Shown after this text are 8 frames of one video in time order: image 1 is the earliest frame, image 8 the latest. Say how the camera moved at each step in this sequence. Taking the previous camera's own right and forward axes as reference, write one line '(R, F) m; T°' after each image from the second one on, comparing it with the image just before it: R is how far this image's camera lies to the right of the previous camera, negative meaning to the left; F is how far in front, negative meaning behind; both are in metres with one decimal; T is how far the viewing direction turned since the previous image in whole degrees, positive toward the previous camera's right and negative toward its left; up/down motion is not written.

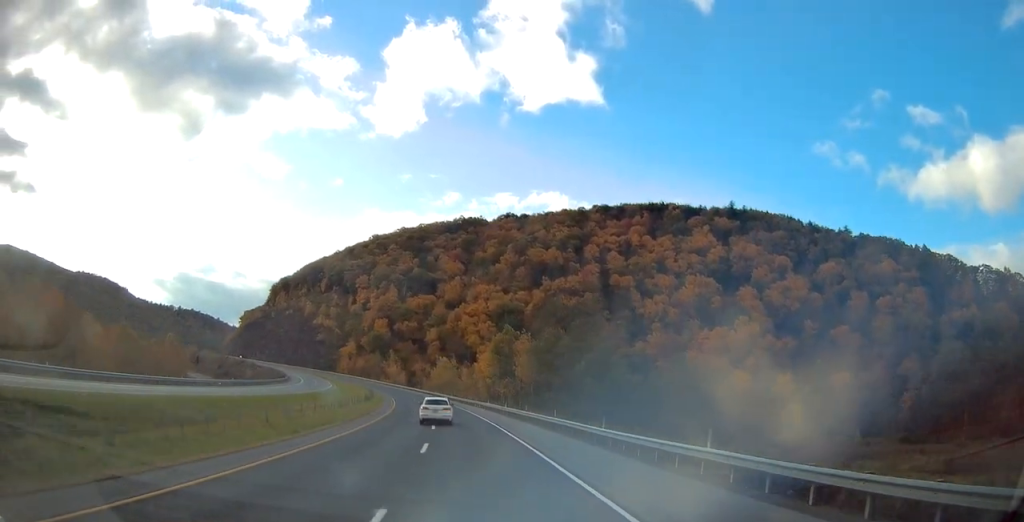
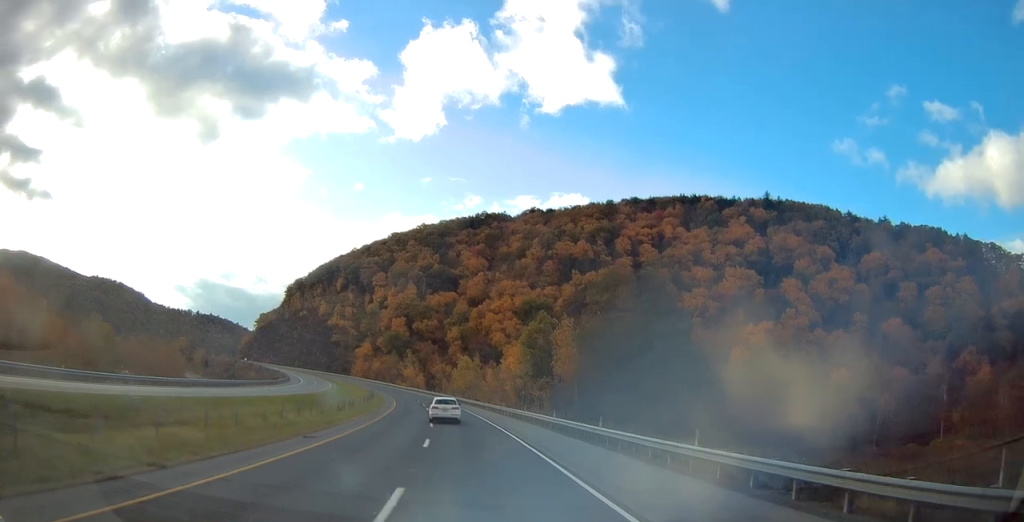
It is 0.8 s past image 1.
(-0.5, +22.0) m; -2°
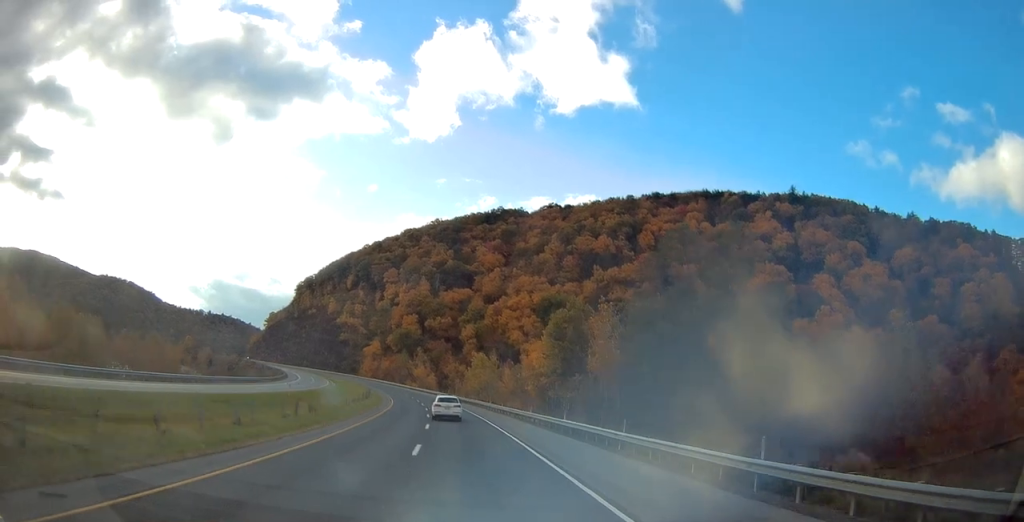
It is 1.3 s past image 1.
(-0.1, +15.4) m; -1°
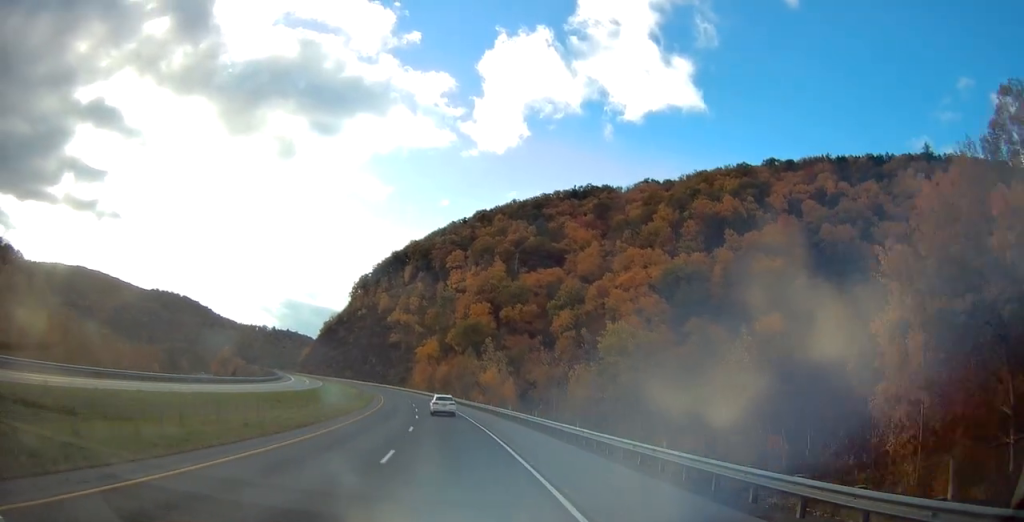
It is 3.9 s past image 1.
(-4.3, +75.0) m; -7°
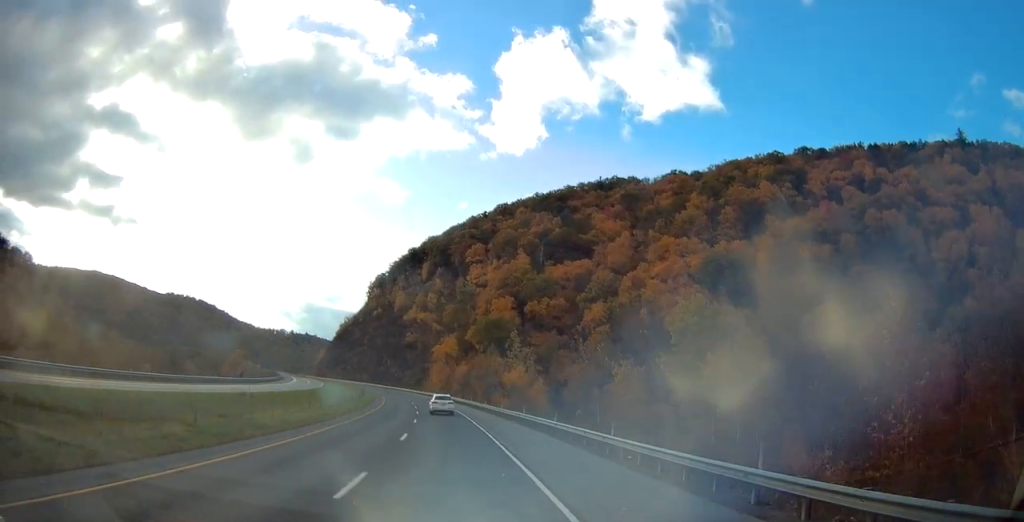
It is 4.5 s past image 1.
(-0.2, +17.3) m; -2°
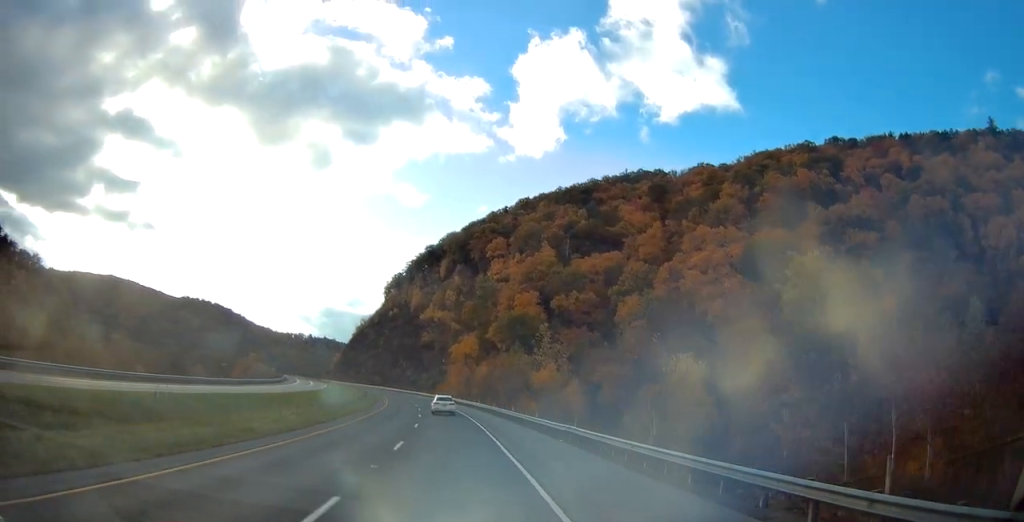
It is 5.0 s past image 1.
(-0.5, +15.4) m; -2°
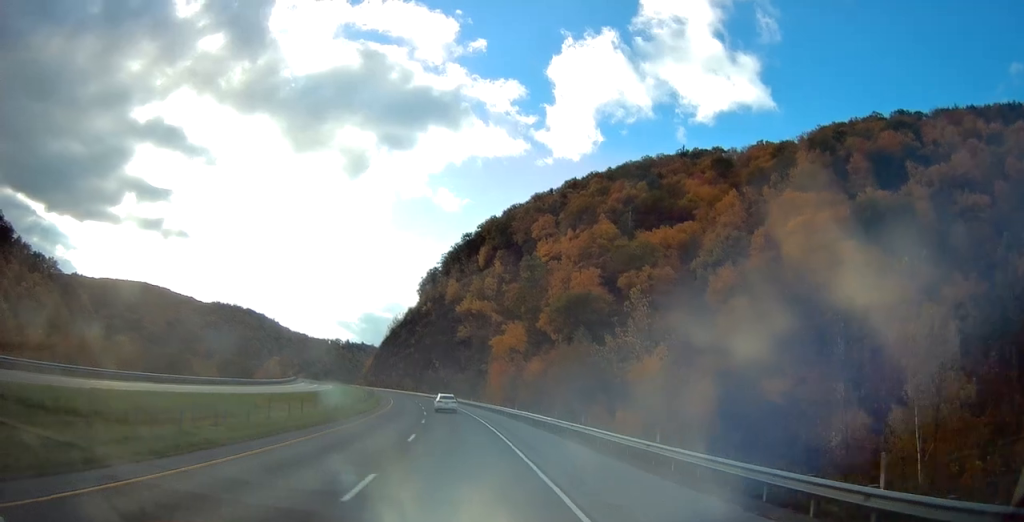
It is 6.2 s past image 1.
(-1.2, +33.7) m; -4°
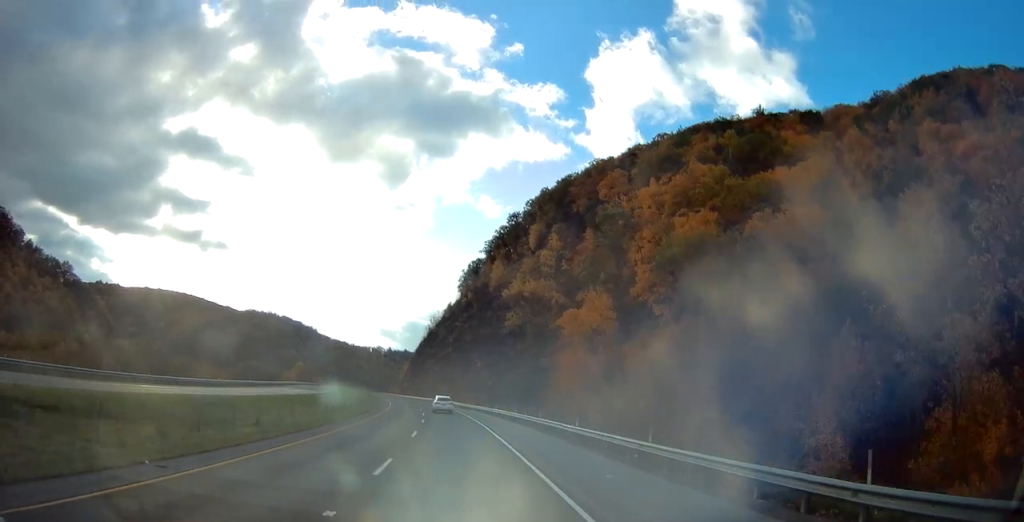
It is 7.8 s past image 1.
(-2.1, +44.7) m; -5°
